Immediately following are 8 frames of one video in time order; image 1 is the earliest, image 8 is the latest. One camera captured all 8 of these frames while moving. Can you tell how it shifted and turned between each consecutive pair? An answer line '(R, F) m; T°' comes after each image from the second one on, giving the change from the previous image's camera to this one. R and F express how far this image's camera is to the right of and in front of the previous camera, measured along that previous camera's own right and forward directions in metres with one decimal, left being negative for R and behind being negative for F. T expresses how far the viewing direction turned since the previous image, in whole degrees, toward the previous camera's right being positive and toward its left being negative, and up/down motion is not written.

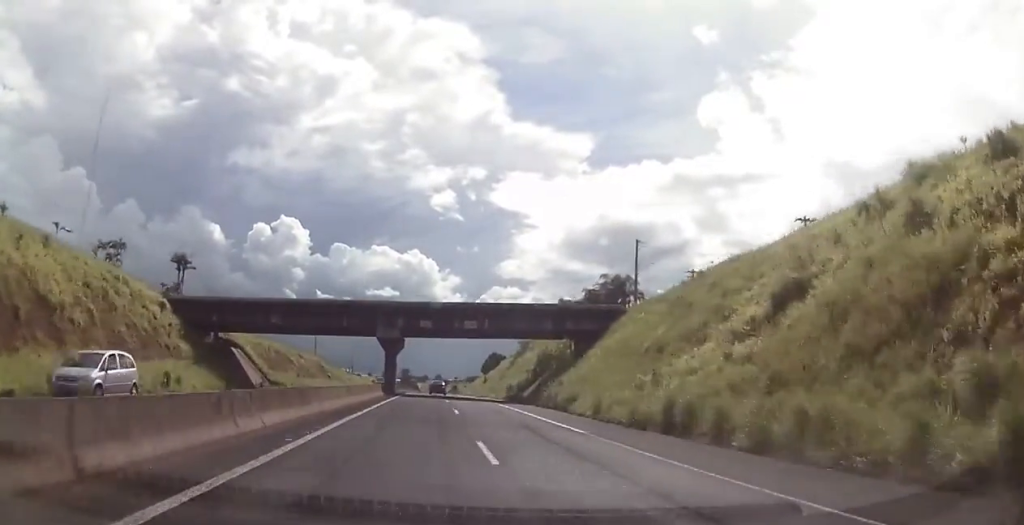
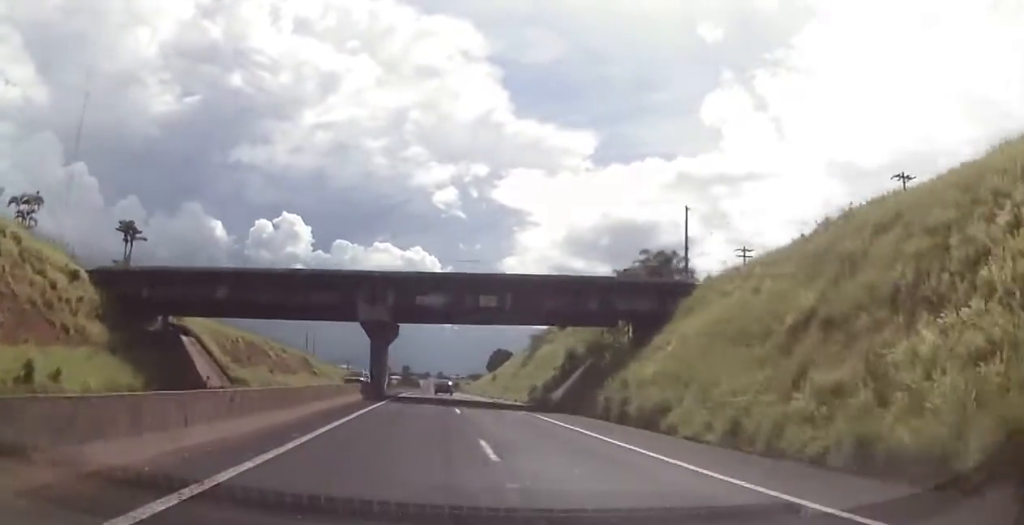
(0.0, +16.1) m; 0°
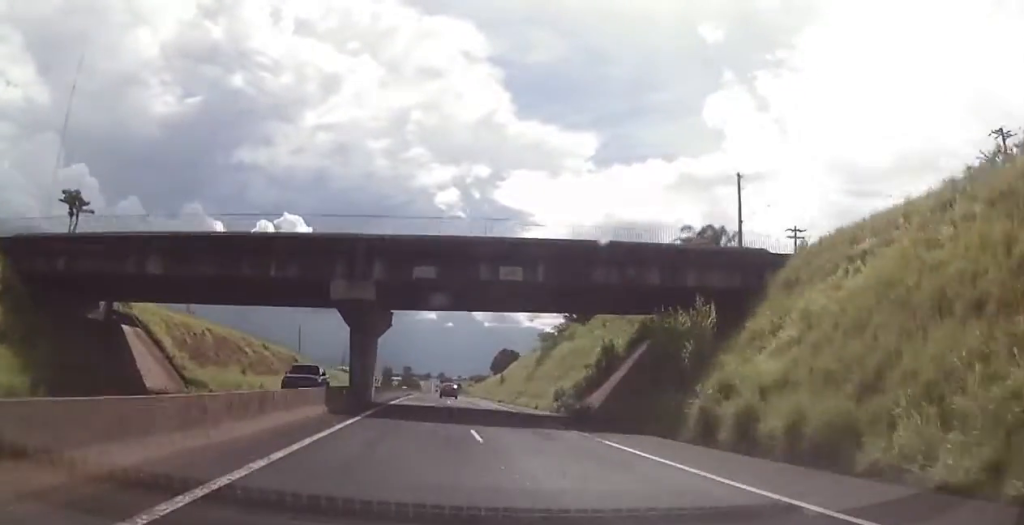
(0.0, +11.9) m; 0°
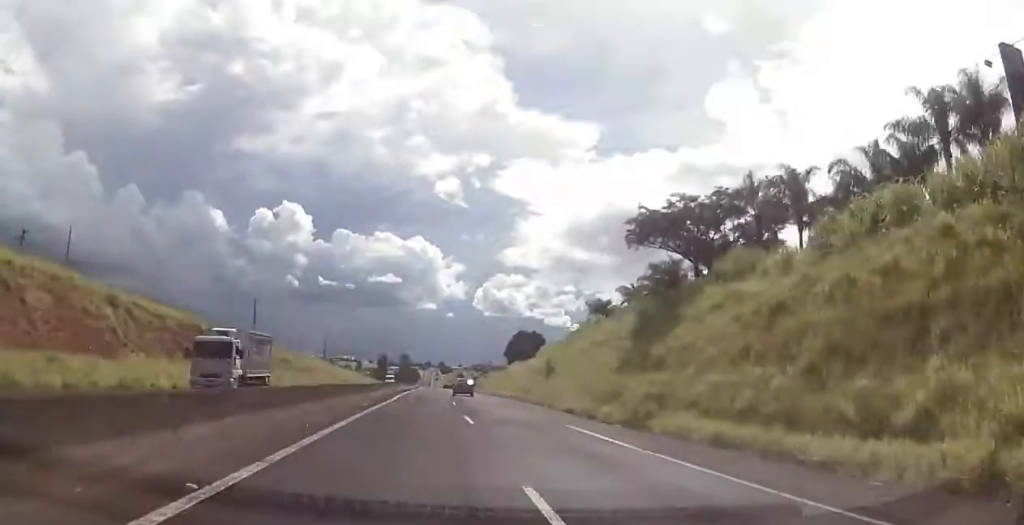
(0.0, +43.2) m; 0°
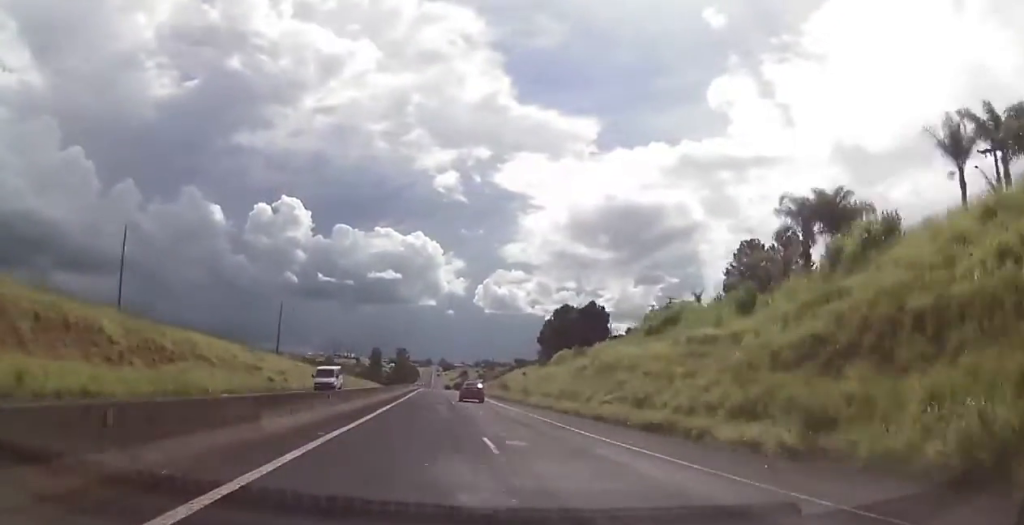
(-0.1, +55.6) m; -1°
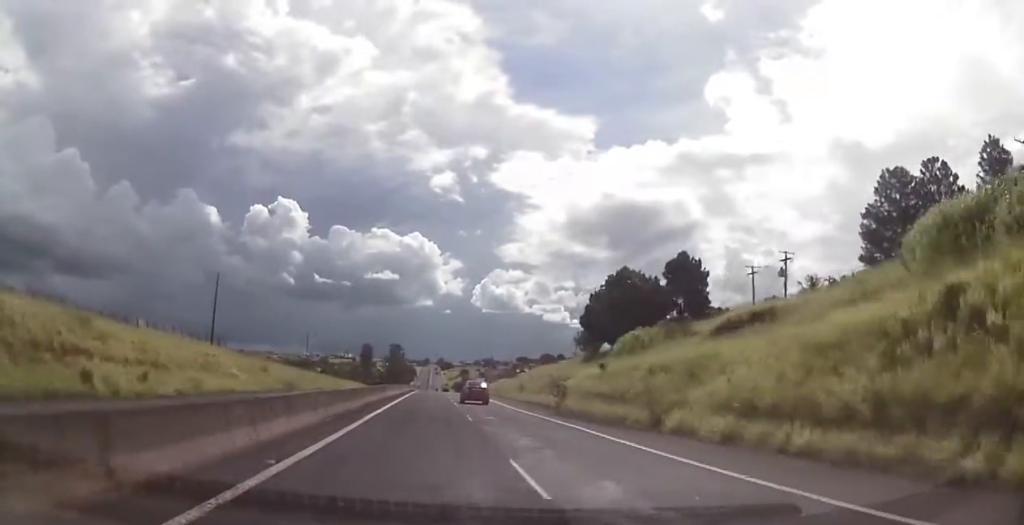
(-0.4, +37.4) m; 0°
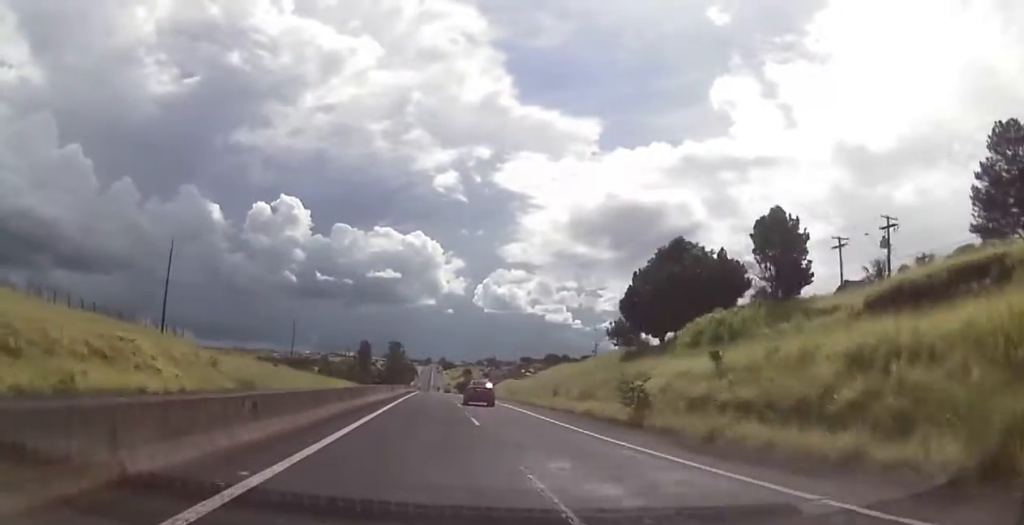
(+0.2, +17.6) m; 0°
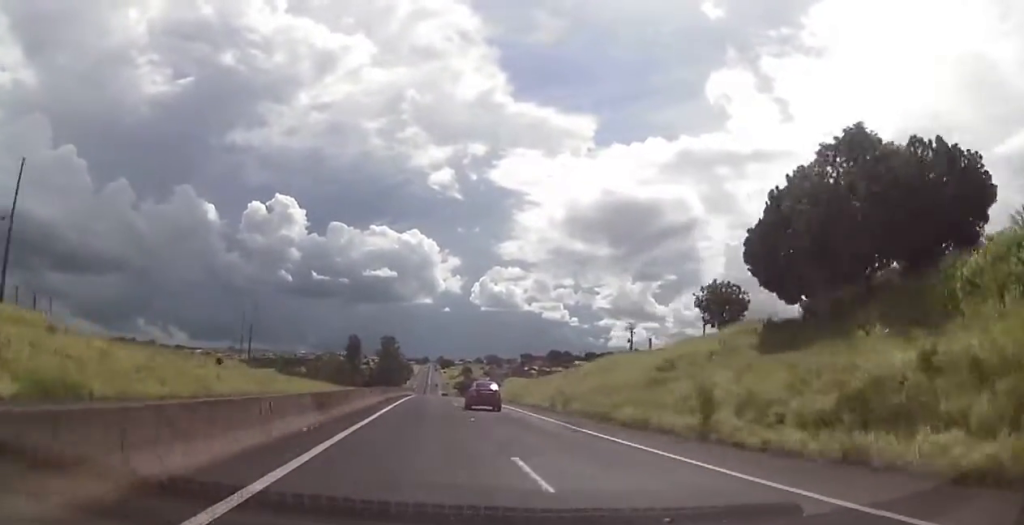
(+0.1, +29.5) m; 0°
